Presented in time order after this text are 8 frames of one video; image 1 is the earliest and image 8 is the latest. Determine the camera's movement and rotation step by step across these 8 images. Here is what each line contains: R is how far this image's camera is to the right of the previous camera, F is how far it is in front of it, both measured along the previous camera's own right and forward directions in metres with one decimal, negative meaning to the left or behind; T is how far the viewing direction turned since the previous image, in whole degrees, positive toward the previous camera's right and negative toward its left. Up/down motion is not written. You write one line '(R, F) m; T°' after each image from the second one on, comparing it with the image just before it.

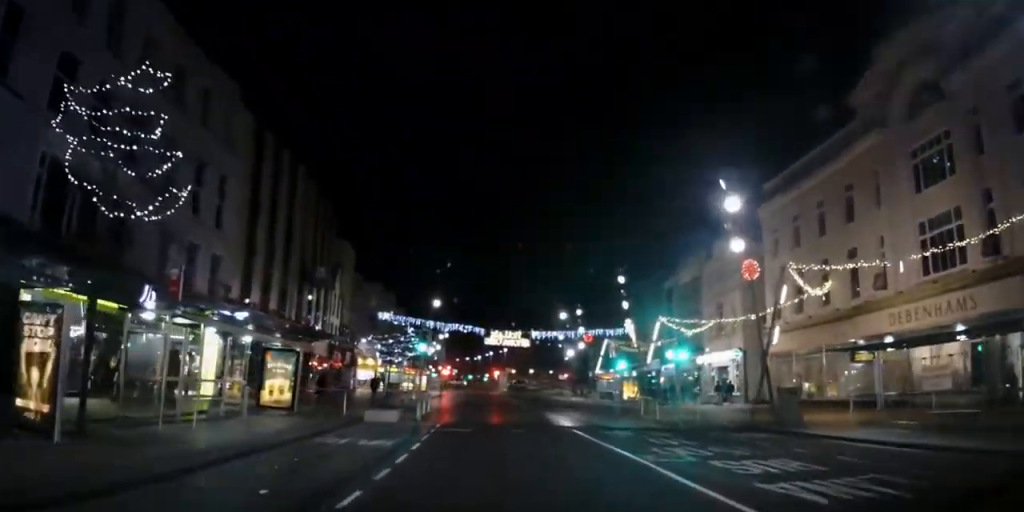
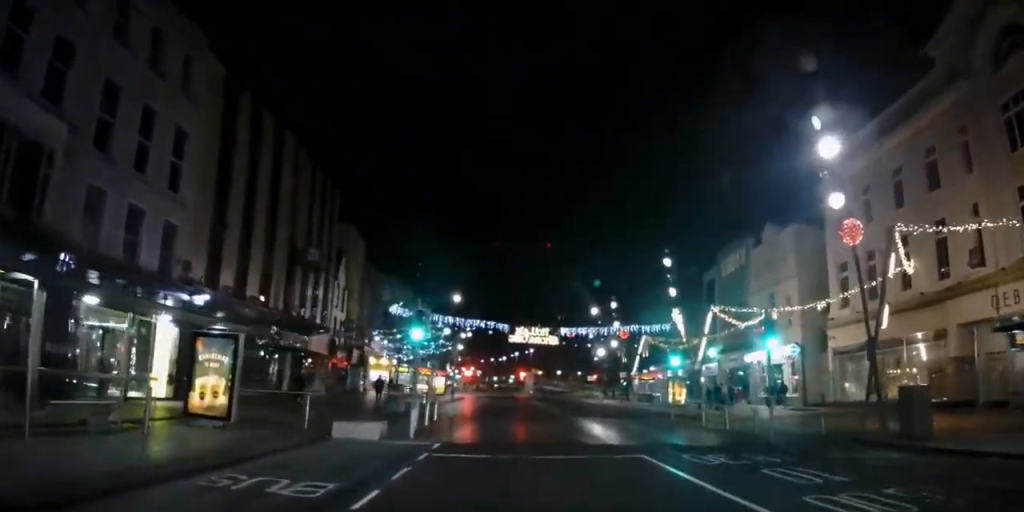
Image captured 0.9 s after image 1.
(+0.3, +6.1) m; +1°
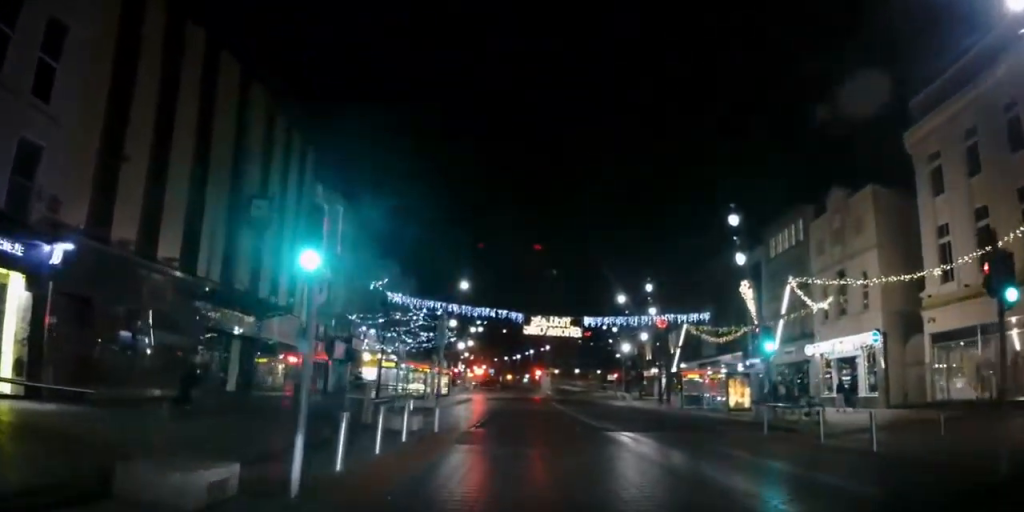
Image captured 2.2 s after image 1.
(-0.3, +9.0) m; -4°
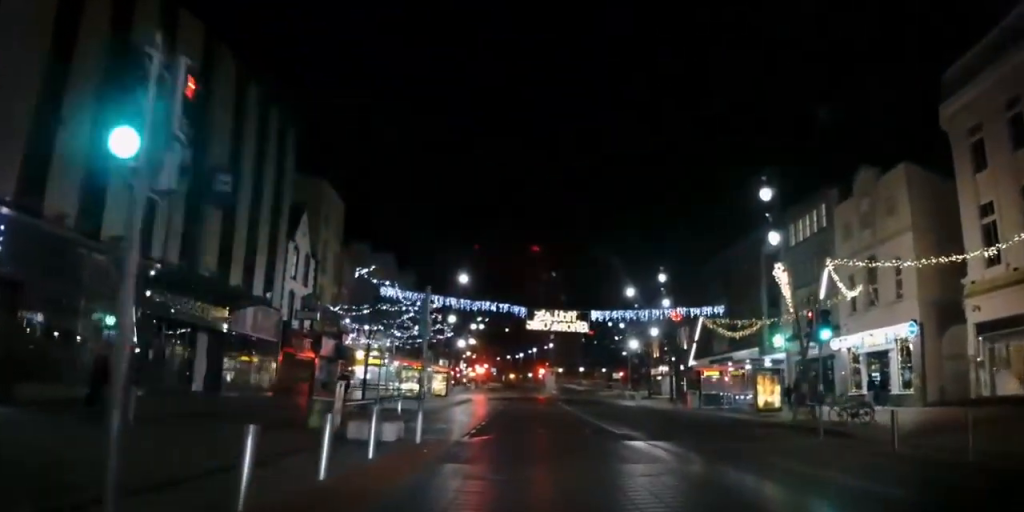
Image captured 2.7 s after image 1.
(0.0, +3.4) m; -2°
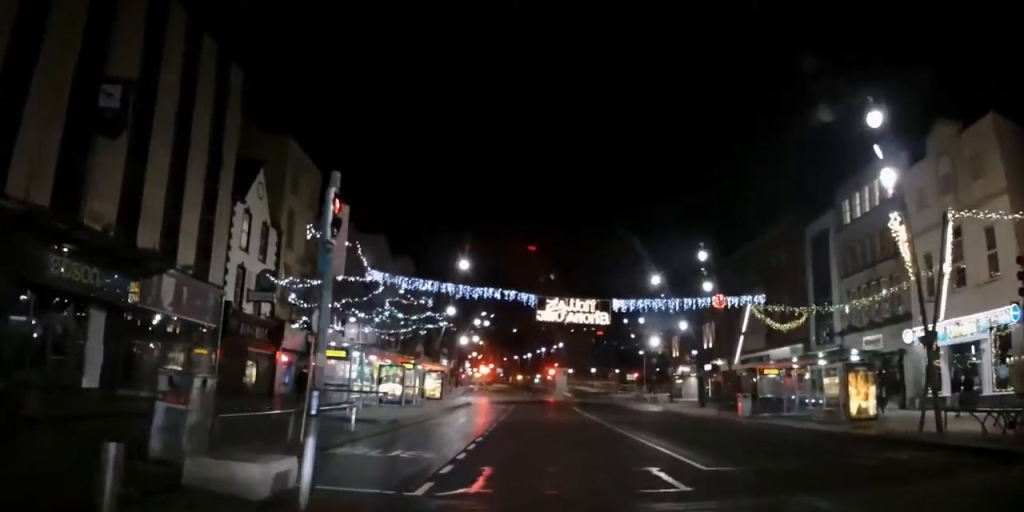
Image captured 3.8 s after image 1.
(-0.3, +7.5) m; -1°
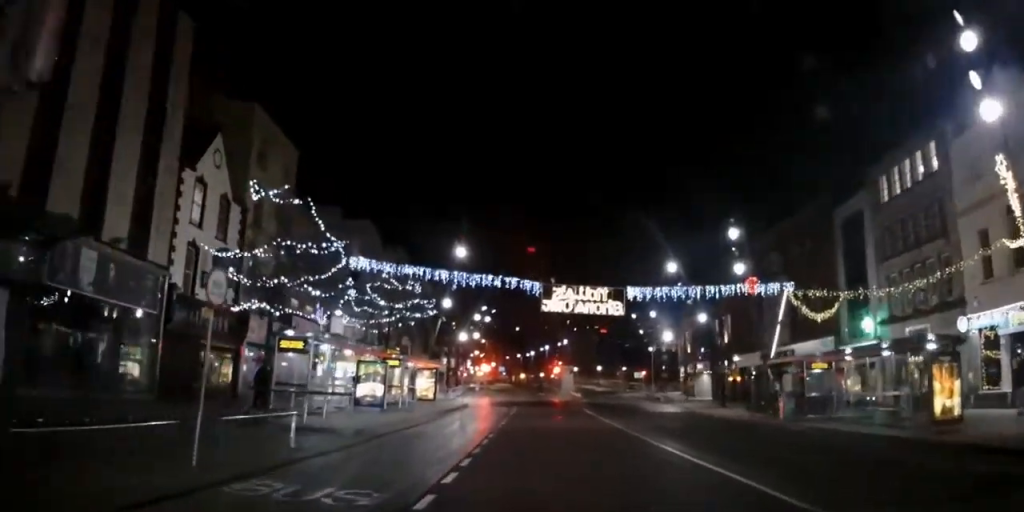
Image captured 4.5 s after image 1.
(+0.1, +4.6) m; +1°
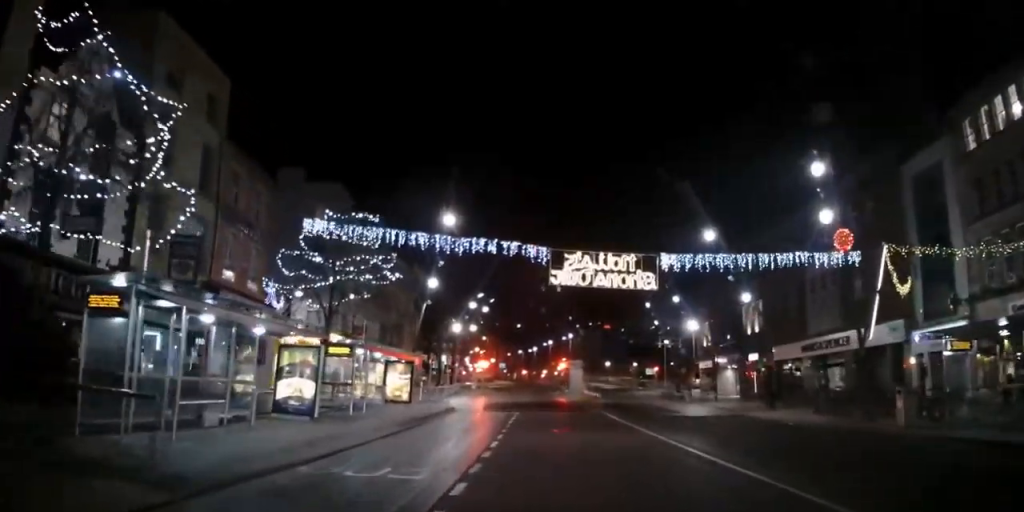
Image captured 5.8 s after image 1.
(+0.2, +8.7) m; +1°
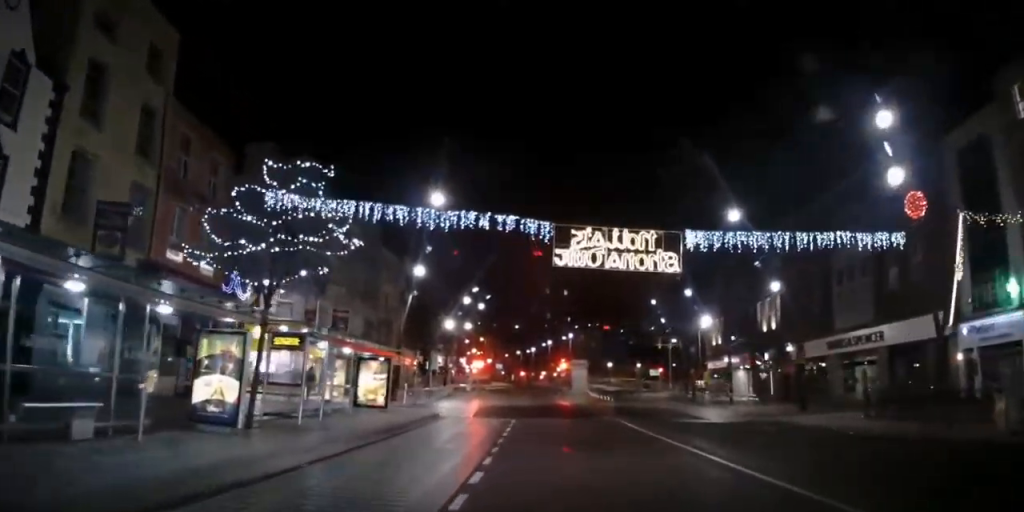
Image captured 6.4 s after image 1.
(0.0, +4.6) m; 0°
